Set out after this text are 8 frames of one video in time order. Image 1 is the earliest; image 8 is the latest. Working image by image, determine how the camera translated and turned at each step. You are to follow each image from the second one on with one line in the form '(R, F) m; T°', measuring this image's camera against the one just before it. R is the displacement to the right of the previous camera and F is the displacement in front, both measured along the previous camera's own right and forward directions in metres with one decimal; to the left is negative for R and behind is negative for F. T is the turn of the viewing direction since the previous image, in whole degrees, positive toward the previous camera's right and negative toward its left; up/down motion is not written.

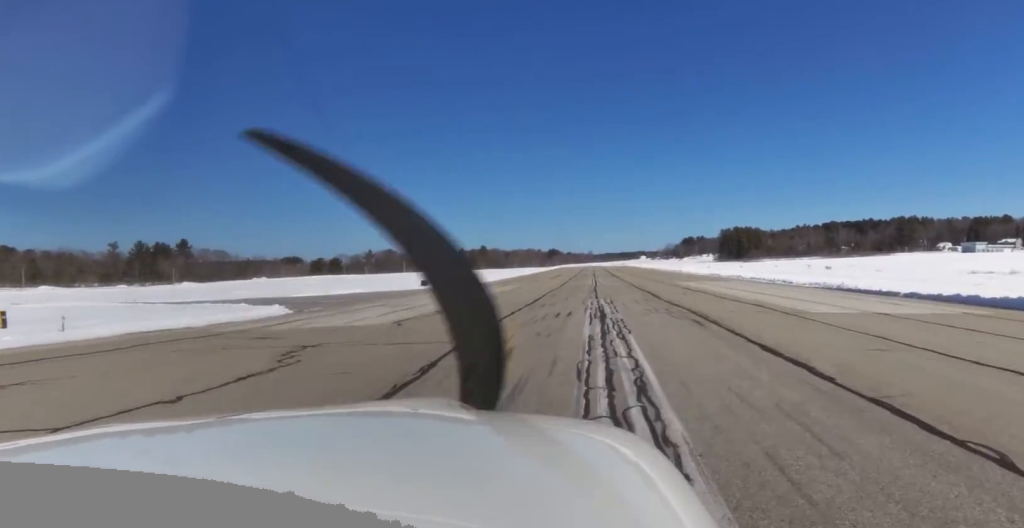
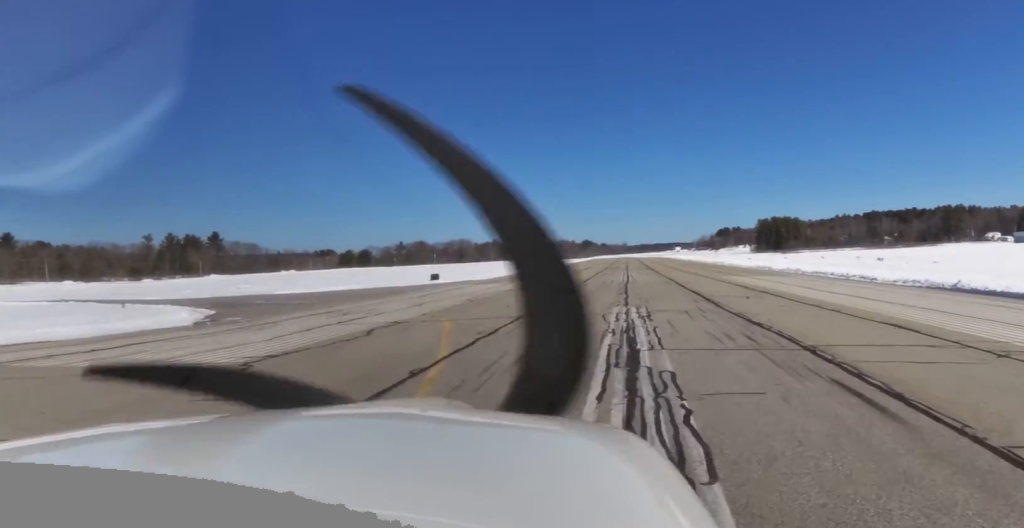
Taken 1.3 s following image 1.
(0.0, +13.2) m; 0°
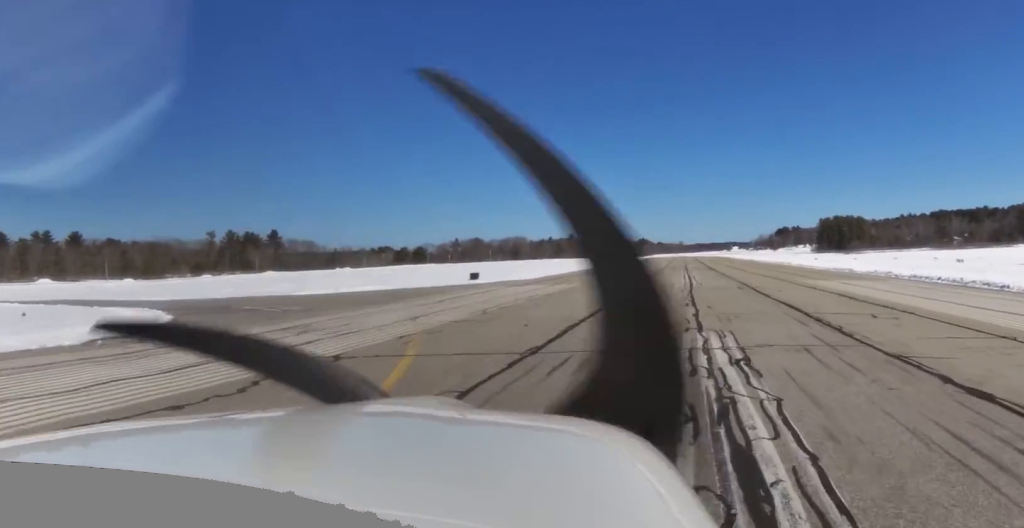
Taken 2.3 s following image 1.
(0.0, +10.9) m; 0°
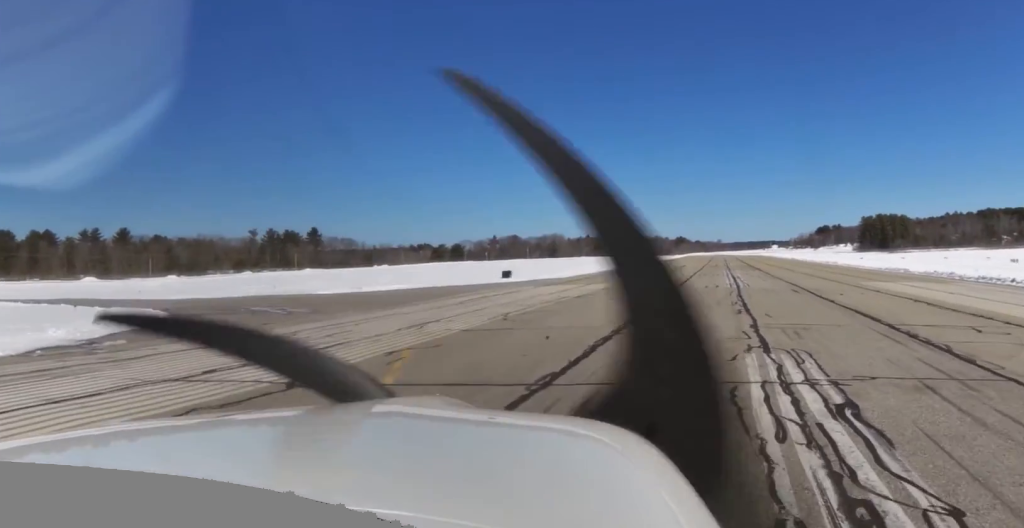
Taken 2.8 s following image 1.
(0.0, +4.6) m; -2°
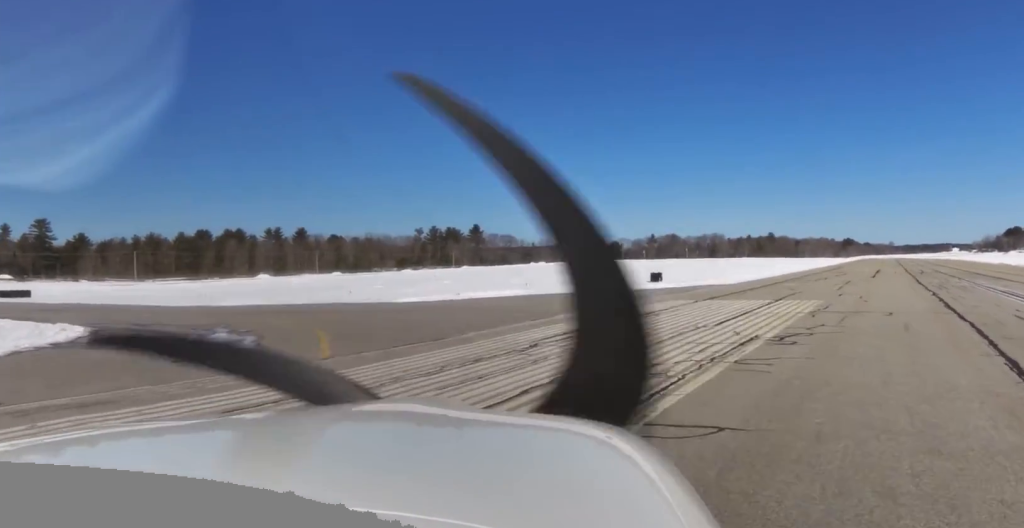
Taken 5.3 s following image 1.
(-1.8, +21.2) m; -5°
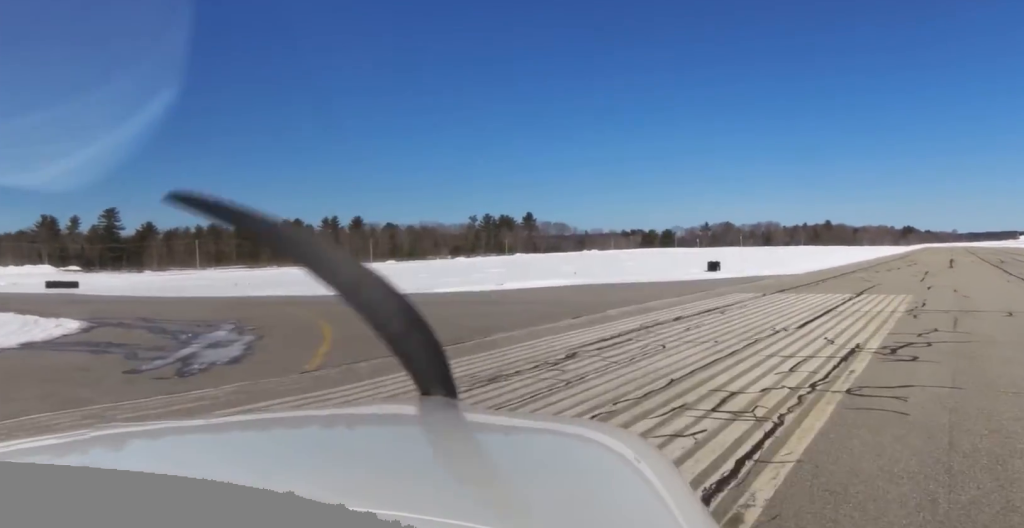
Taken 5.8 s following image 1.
(0.0, +3.8) m; +1°
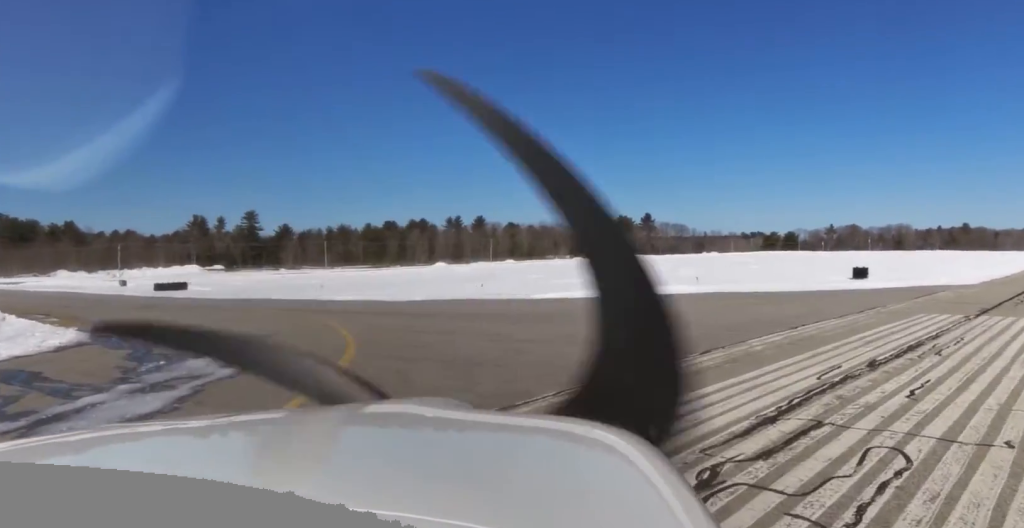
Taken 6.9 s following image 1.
(0.0, +7.4) m; -4°
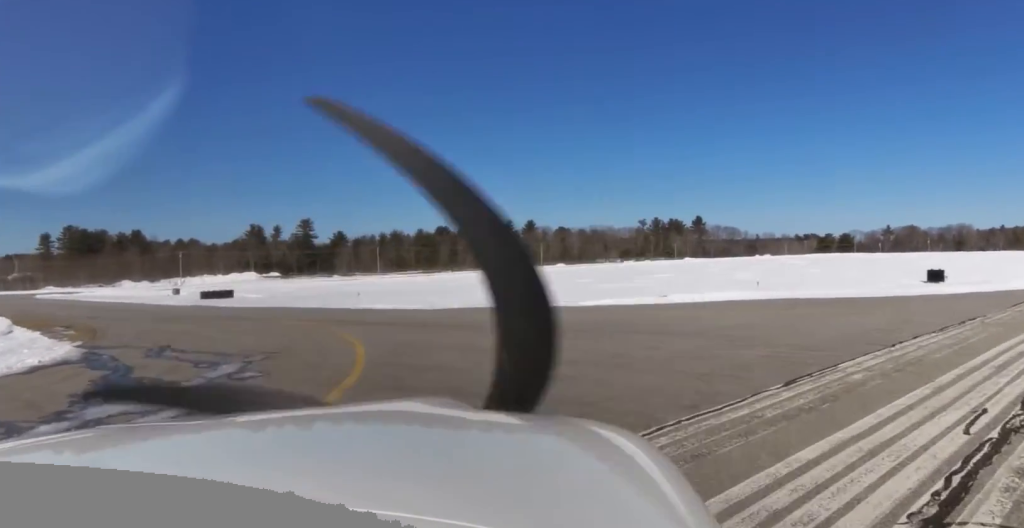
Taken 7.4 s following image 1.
(+0.2, +3.0) m; -5°
